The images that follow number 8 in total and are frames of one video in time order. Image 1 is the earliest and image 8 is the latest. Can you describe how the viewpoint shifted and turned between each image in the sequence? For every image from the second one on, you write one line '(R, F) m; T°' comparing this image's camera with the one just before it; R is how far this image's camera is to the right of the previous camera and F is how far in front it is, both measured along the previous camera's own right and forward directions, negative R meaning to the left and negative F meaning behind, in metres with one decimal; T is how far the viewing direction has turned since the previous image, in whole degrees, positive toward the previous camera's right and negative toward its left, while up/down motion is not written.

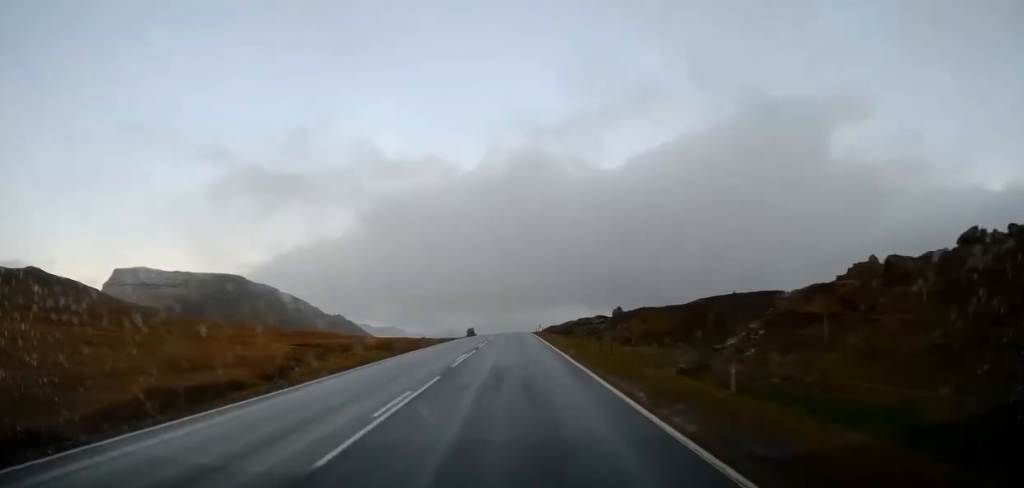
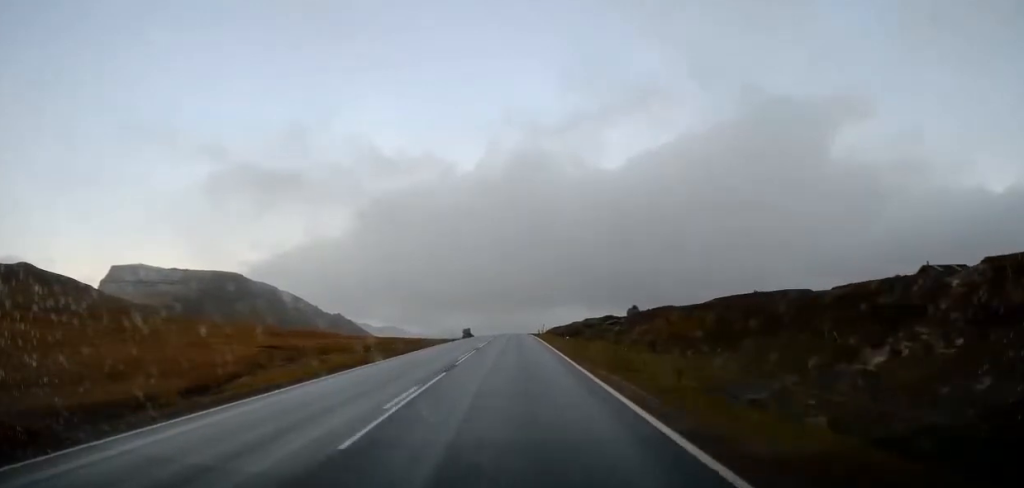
(+0.3, +11.2) m; 0°
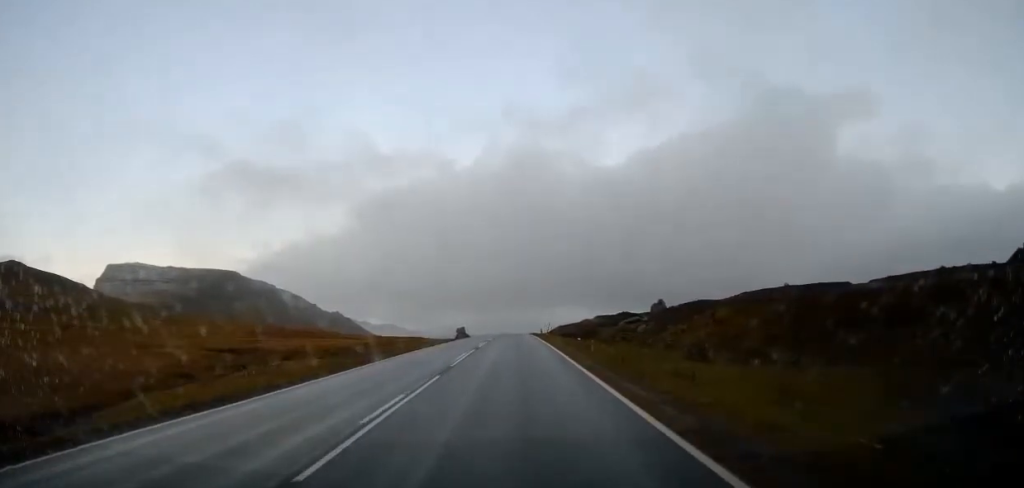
(0.0, +13.6) m; -1°
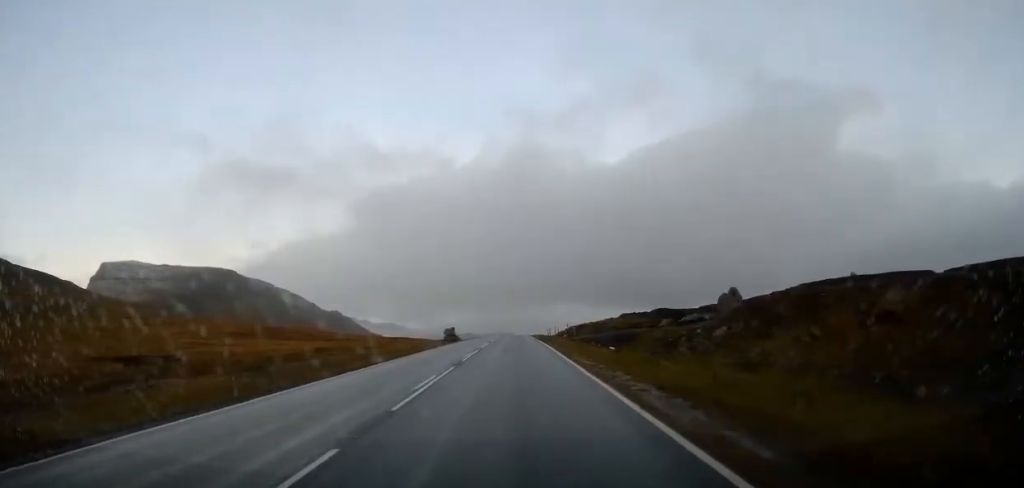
(-0.3, +20.9) m; 0°
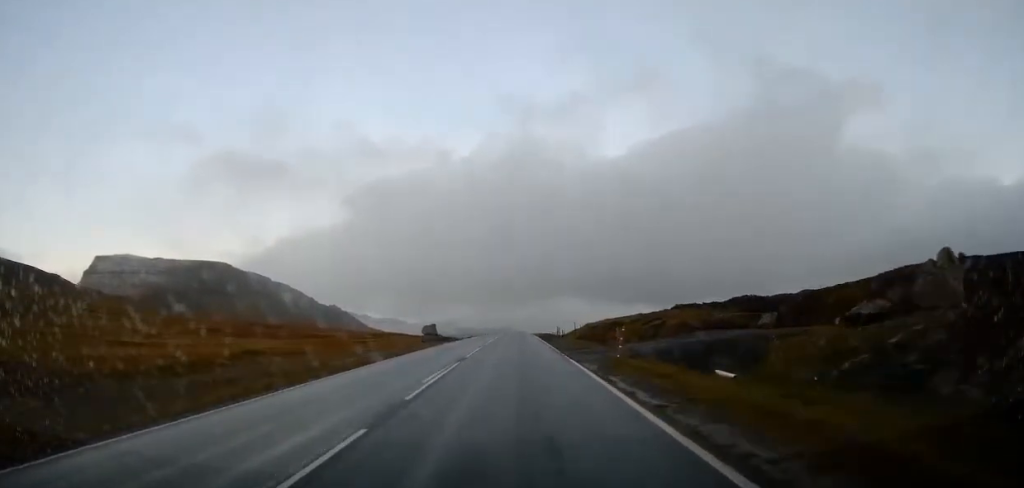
(+0.2, +23.9) m; 0°
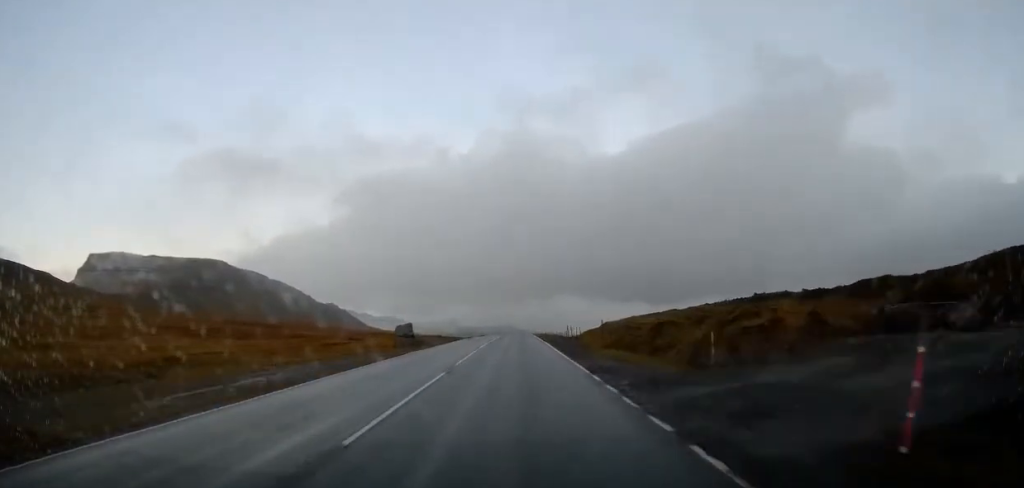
(0.0, +15.9) m; 0°
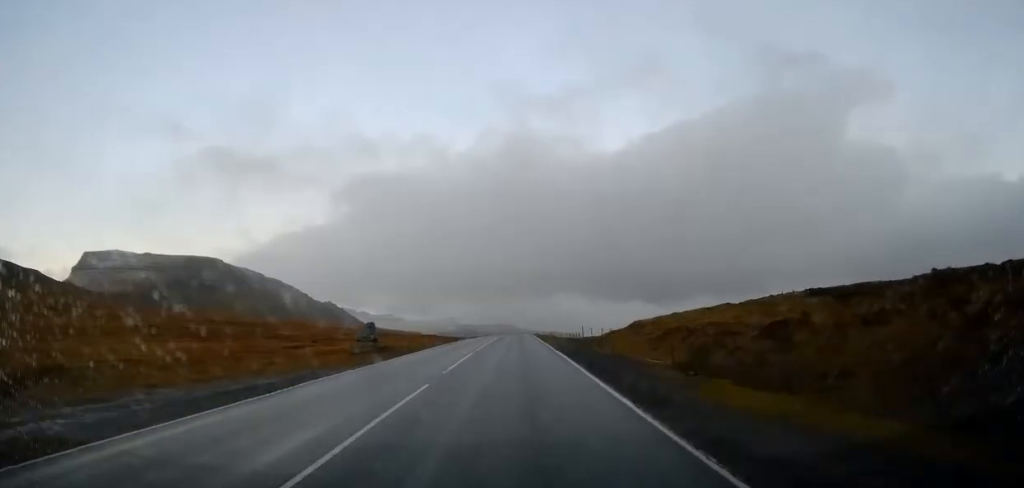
(+0.1, +14.7) m; +1°
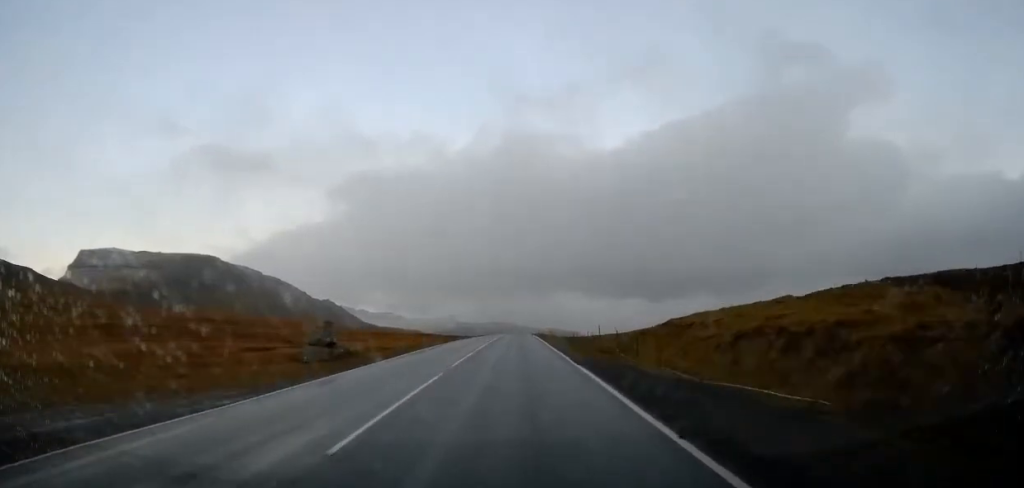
(+0.1, +9.8) m; 0°
